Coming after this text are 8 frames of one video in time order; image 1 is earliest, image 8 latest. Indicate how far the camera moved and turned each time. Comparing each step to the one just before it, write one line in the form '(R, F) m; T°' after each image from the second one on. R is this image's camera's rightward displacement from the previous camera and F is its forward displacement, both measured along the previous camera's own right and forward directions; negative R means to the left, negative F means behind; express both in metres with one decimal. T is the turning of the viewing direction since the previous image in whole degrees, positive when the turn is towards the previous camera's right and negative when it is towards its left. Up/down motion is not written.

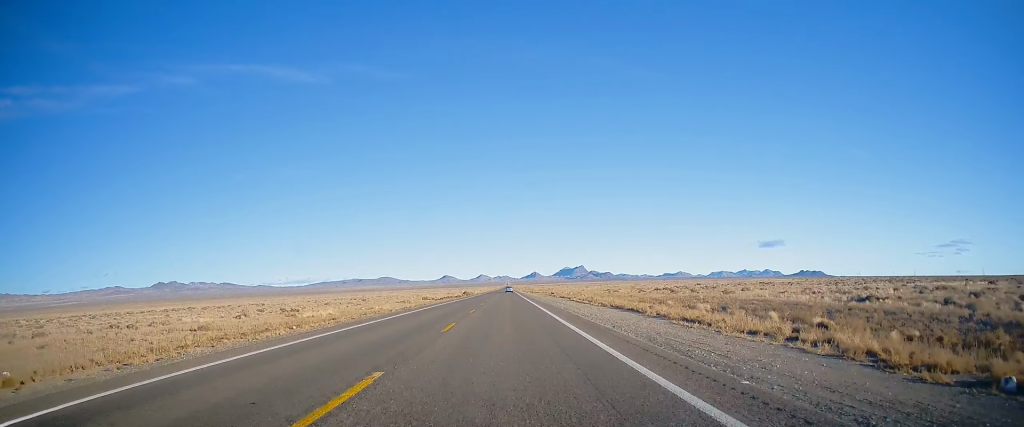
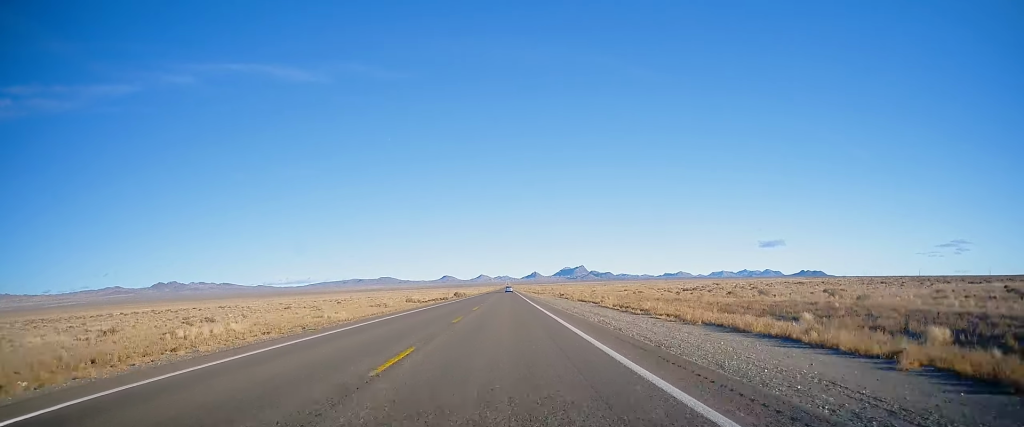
(0.0, +20.7) m; 0°
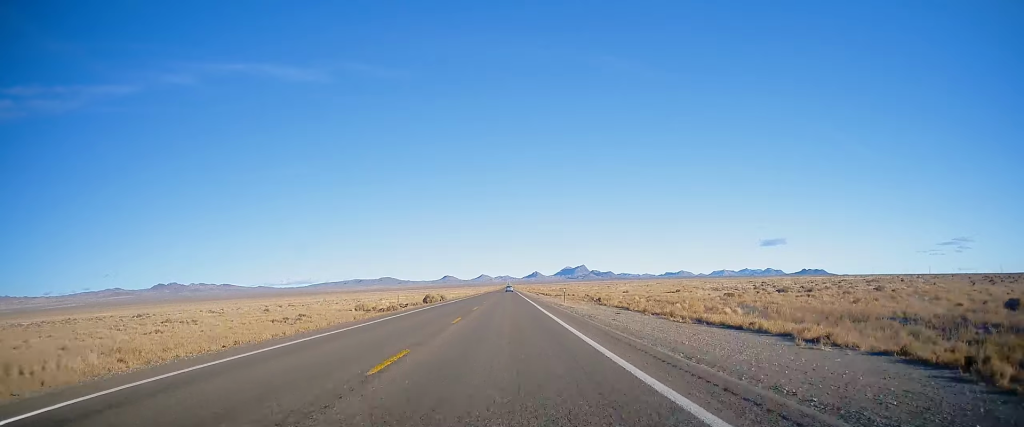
(-0.2, +36.6) m; 0°
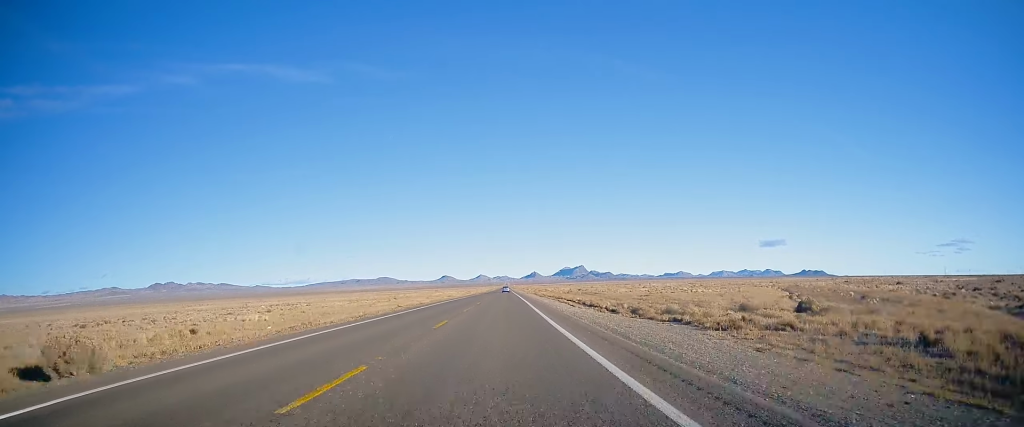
(0.0, +63.0) m; 0°
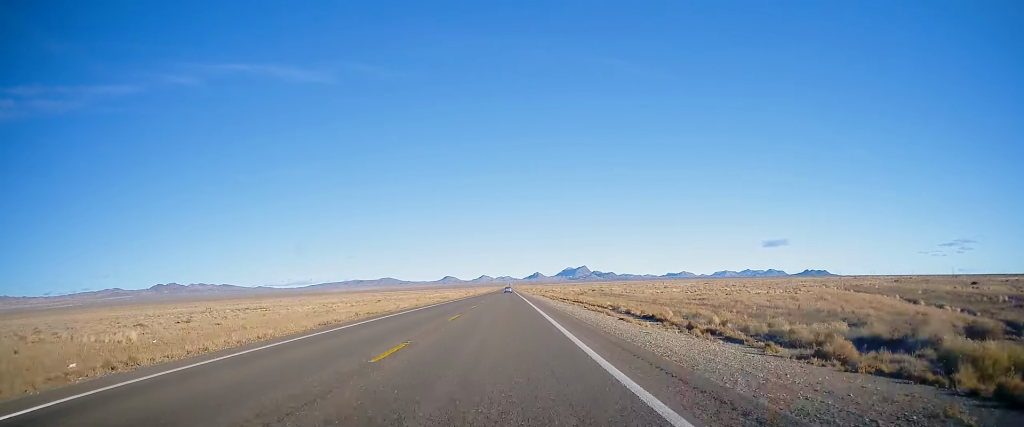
(+0.1, +20.5) m; 0°
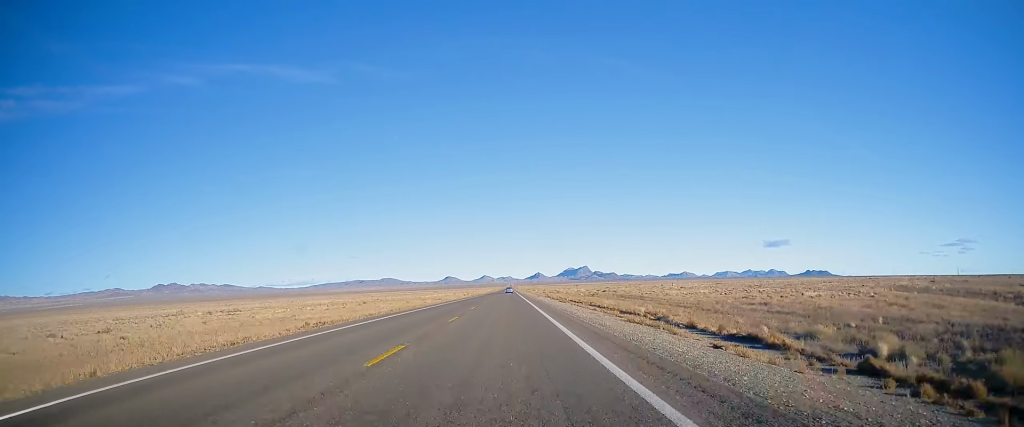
(0.0, +12.9) m; 0°
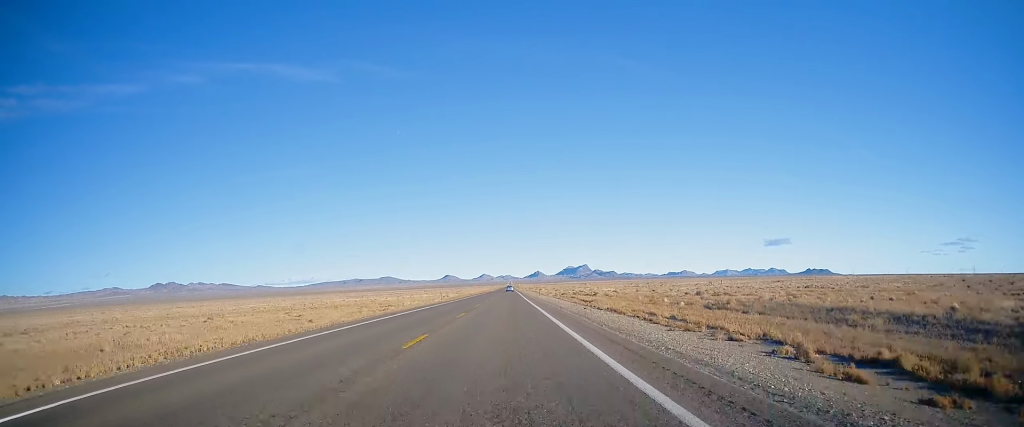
(-0.3, +57.9) m; -1°
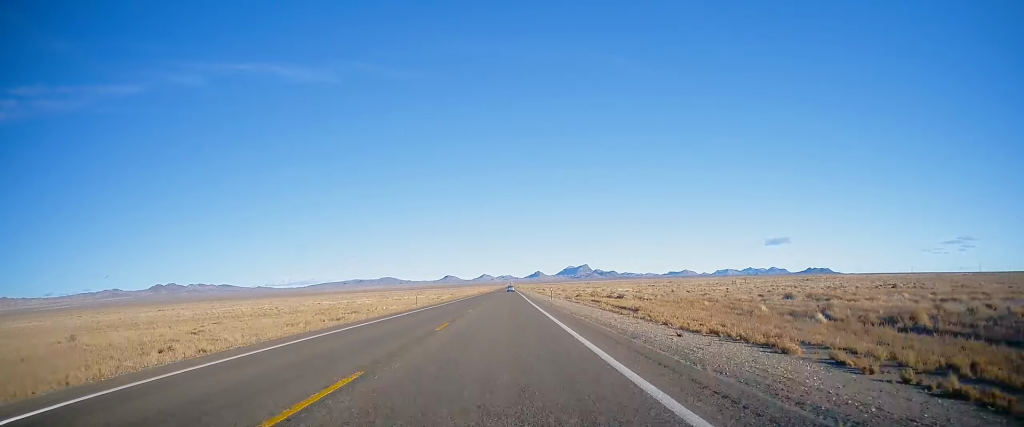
(-0.2, +19.2) m; 0°
